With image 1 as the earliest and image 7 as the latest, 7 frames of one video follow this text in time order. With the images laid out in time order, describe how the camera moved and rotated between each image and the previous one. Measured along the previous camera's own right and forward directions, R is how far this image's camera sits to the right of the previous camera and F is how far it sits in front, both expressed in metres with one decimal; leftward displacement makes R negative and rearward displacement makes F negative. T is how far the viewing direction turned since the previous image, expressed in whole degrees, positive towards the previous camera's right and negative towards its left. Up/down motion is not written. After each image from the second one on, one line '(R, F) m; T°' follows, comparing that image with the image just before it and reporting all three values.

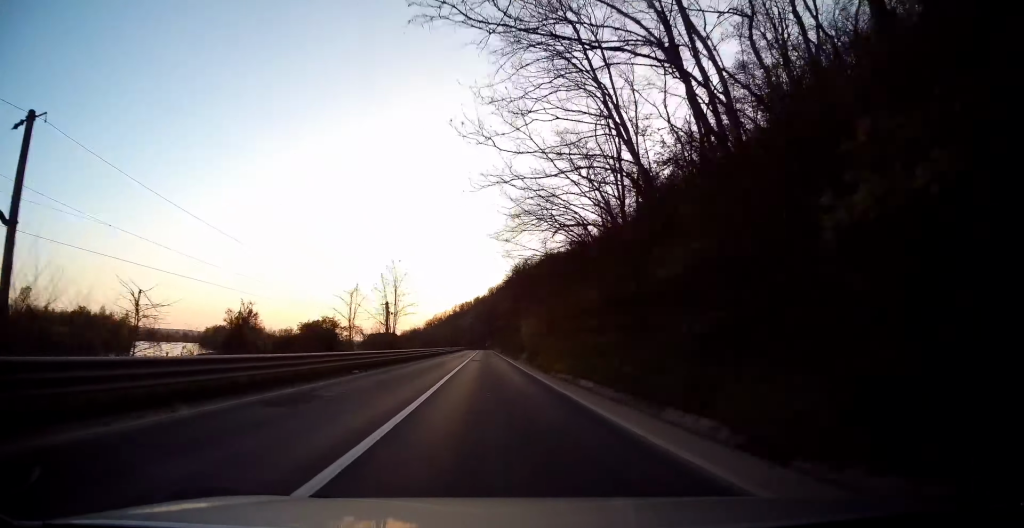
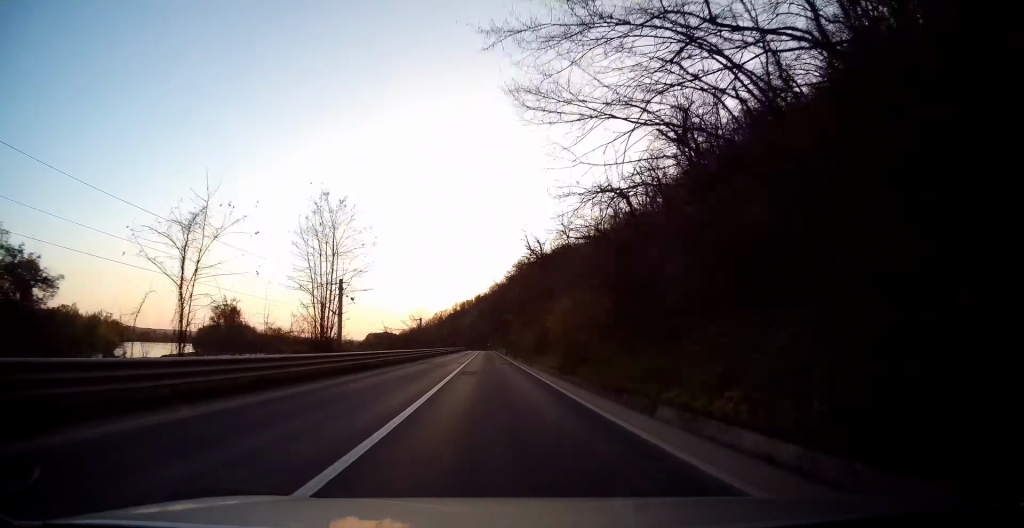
(-0.4, +20.8) m; -1°
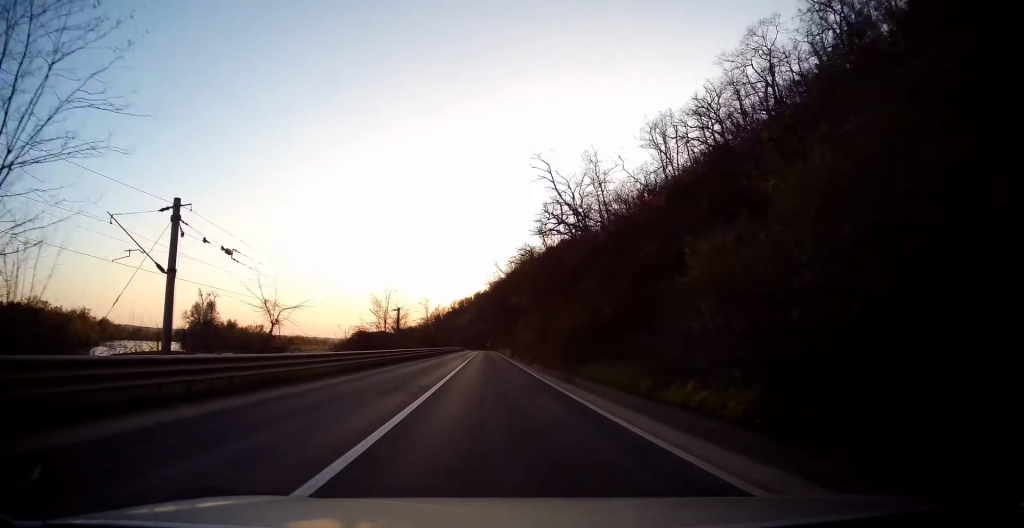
(-0.1, +23.5) m; 0°
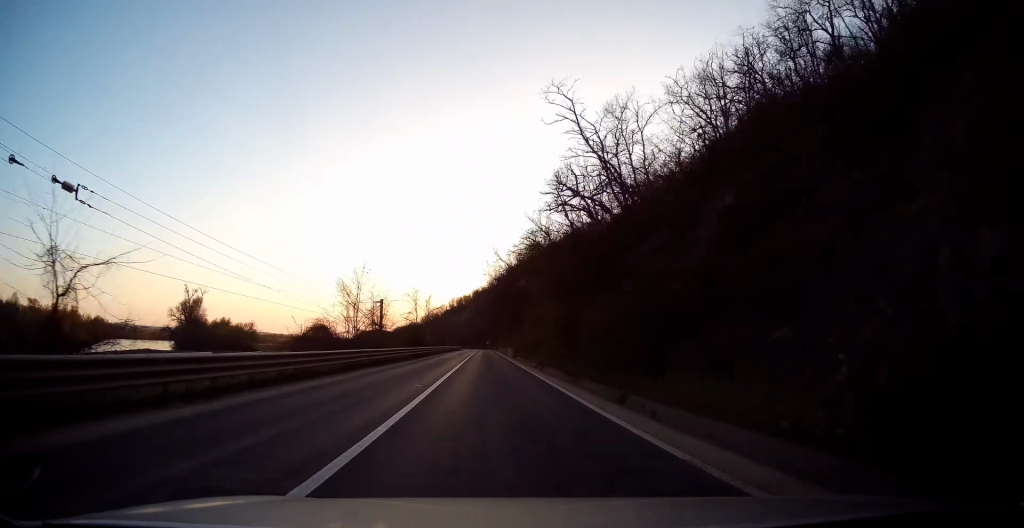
(0.0, +10.8) m; 0°
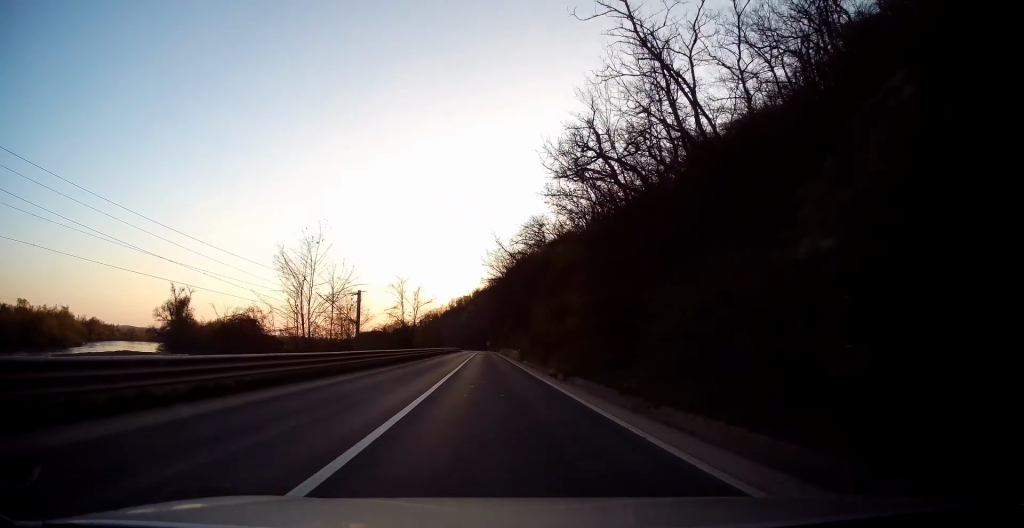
(0.0, +10.8) m; 0°
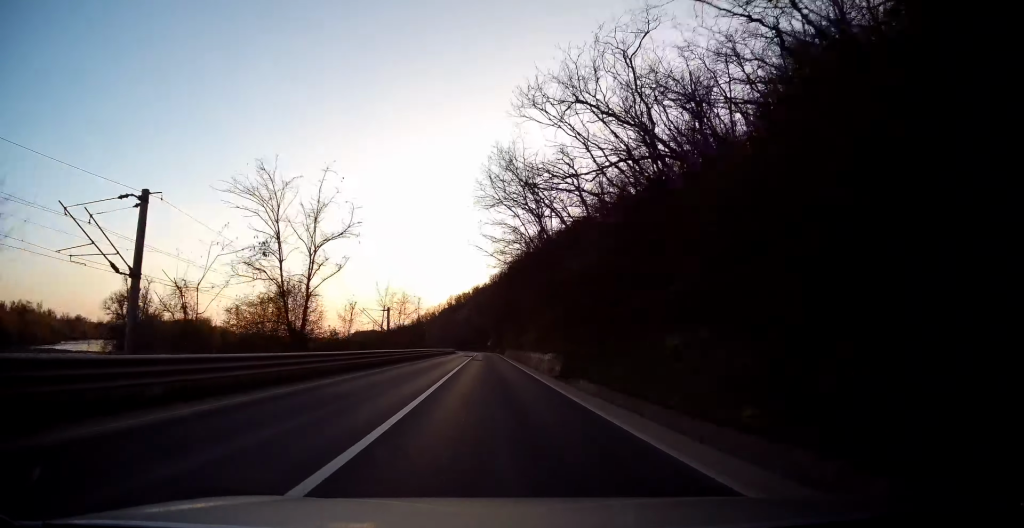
(0.0, +32.2) m; 0°
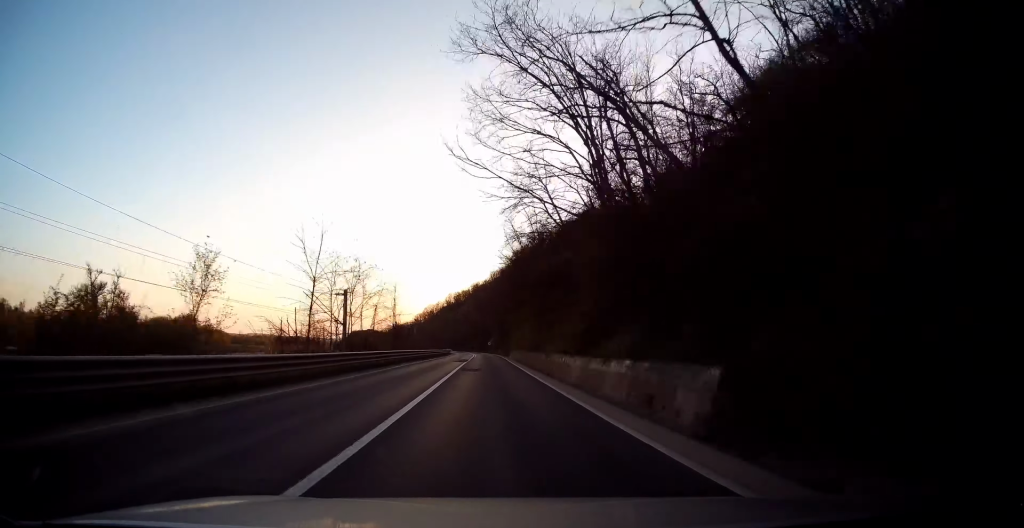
(0.0, +19.5) m; 0°
